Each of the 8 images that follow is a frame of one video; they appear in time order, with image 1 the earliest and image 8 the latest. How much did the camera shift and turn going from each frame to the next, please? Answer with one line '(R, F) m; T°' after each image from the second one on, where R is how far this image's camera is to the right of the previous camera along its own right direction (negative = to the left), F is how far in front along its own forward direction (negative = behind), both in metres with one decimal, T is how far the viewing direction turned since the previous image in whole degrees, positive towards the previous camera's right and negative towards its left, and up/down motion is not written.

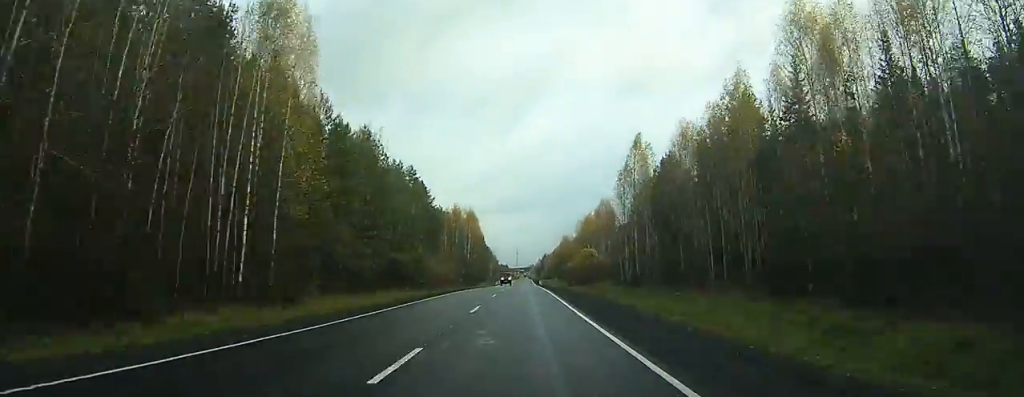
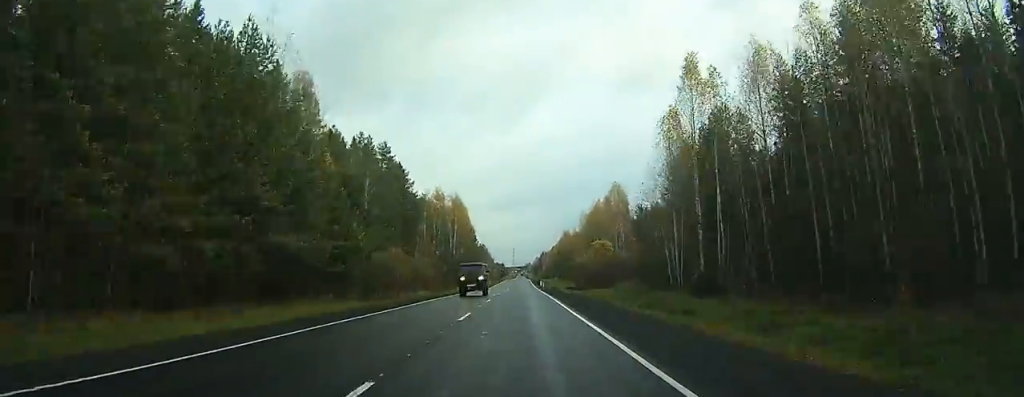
(0.0, +27.2) m; 0°
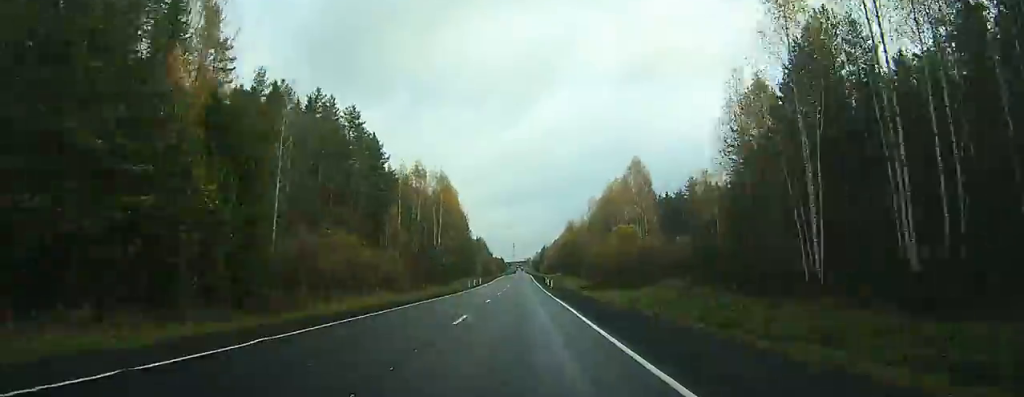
(0.0, +25.8) m; 0°
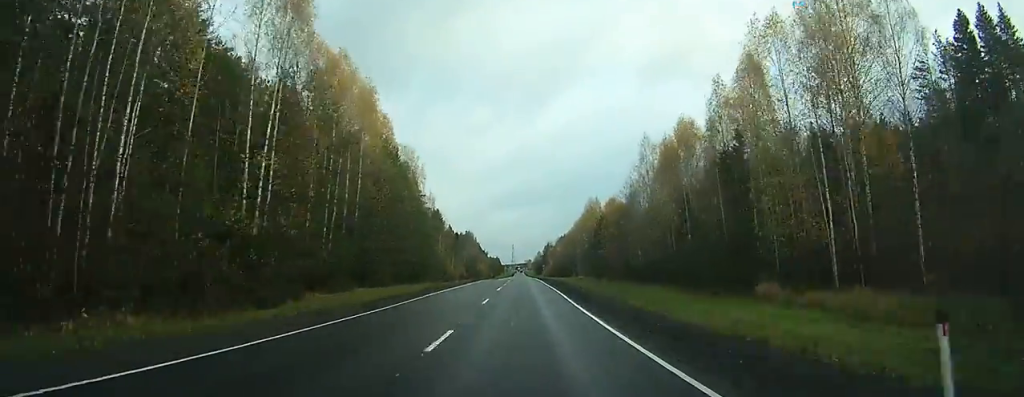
(-0.1, +78.6) m; 0°
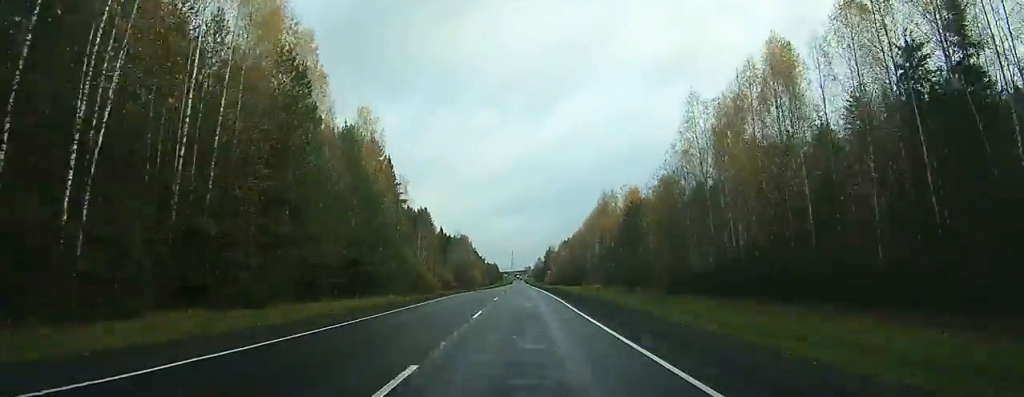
(0.0, +28.9) m; 0°
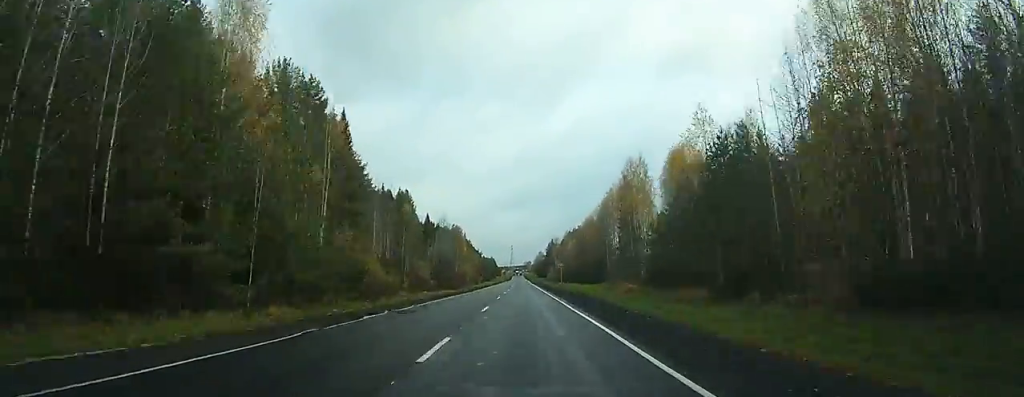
(+0.1, +33.7) m; 0°
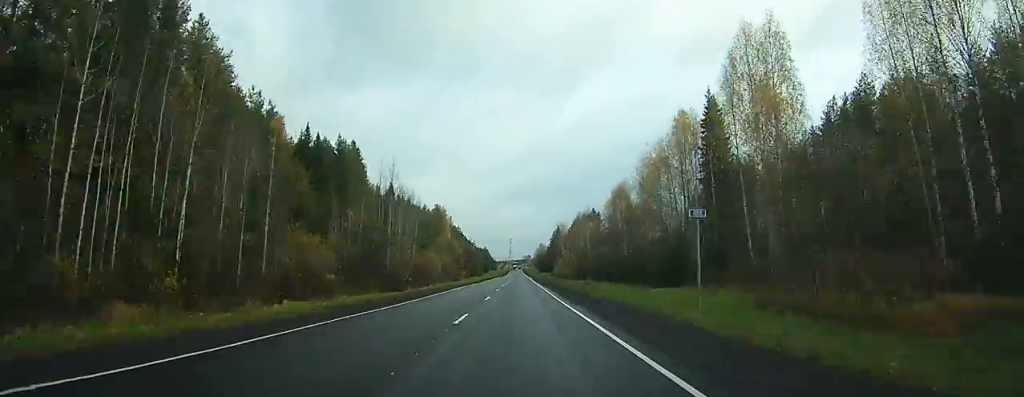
(+0.3, +55.9) m; 0°
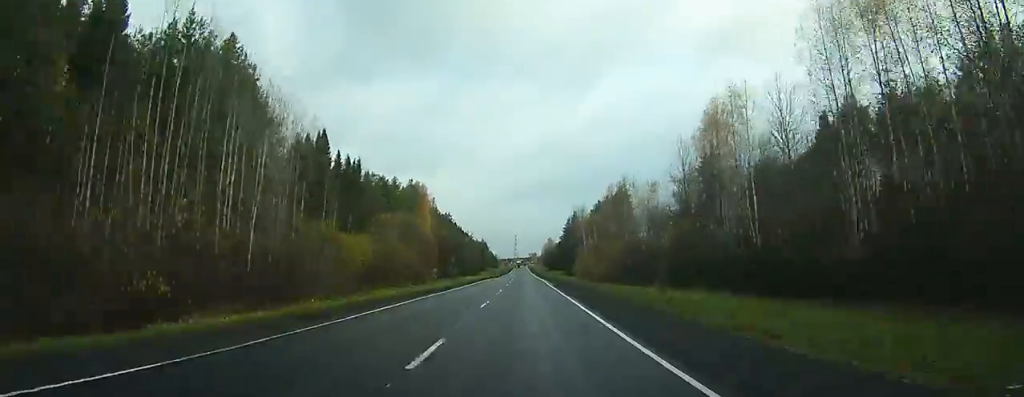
(+0.1, +55.2) m; 0°
